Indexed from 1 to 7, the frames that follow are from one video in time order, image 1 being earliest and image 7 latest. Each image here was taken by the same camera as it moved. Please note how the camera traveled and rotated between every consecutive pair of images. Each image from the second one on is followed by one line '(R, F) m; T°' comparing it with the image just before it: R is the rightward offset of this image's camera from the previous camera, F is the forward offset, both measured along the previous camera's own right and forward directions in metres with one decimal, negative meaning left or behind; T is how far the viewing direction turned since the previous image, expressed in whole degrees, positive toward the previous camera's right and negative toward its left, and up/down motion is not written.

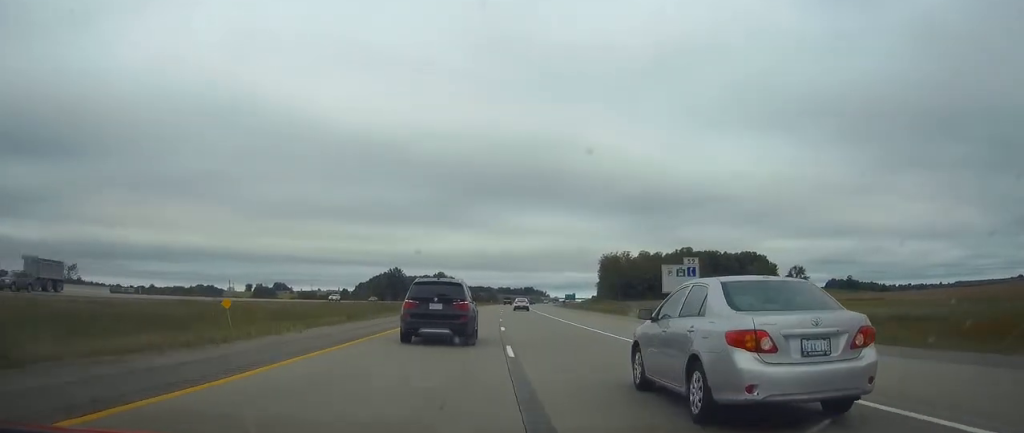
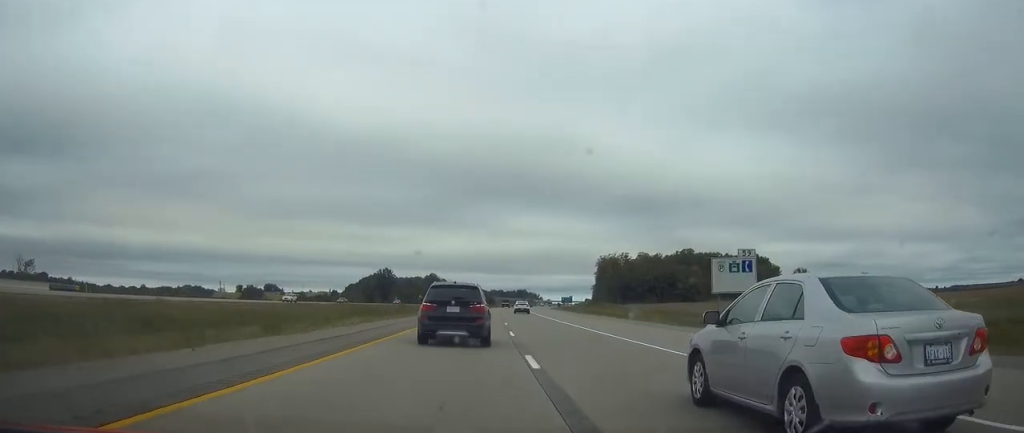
(0.0, +14.5) m; +1°
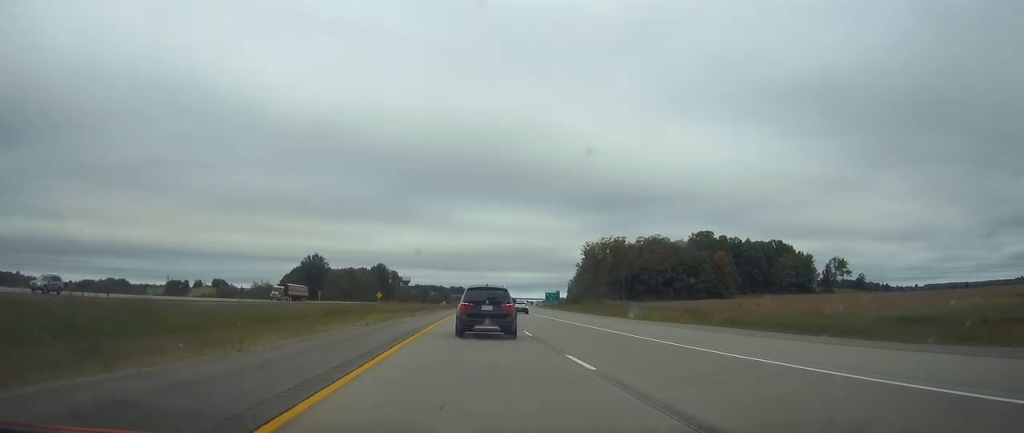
(+2.4, +85.9) m; +3°
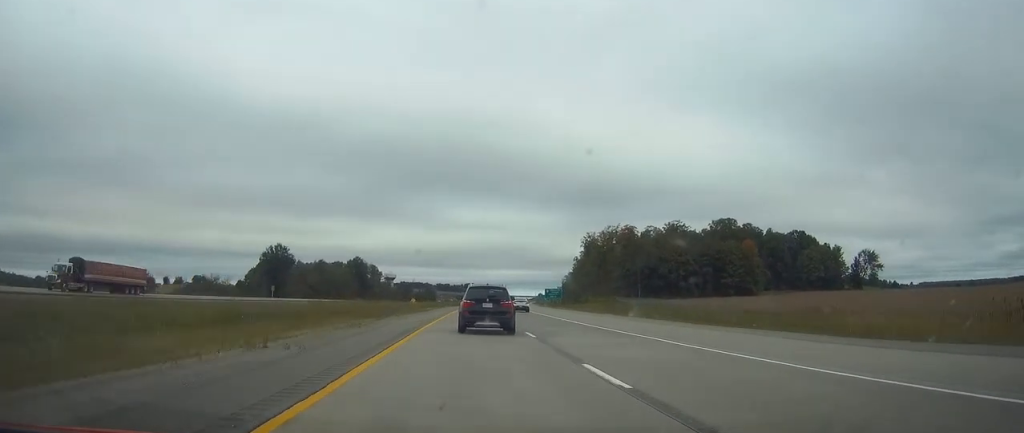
(+0.2, +39.0) m; +1°
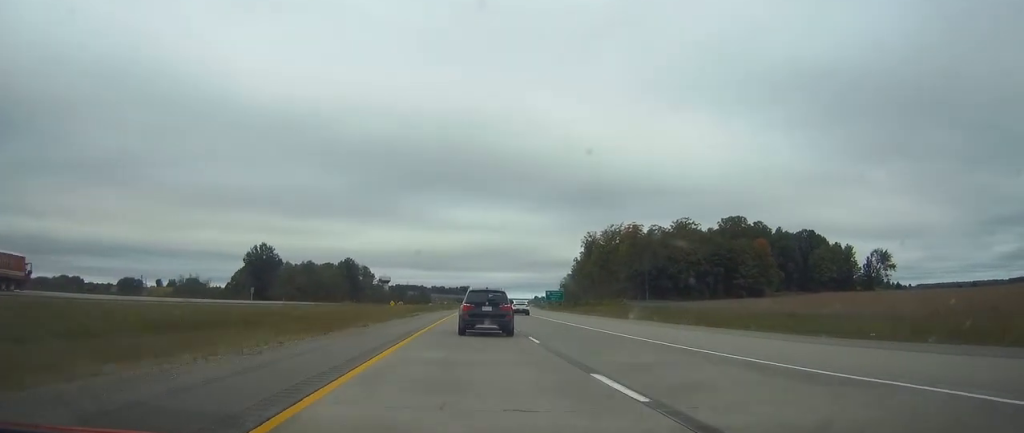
(+0.1, +13.7) m; 0°
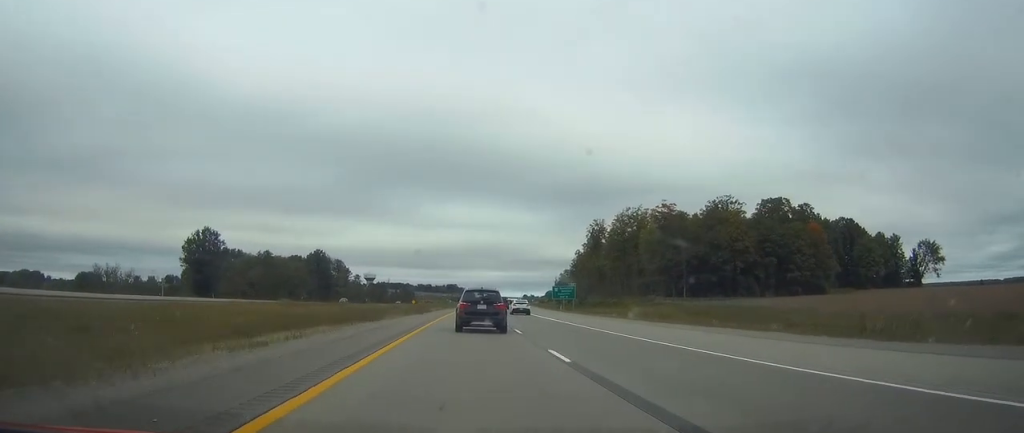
(+0.5, +43.5) m; +1°
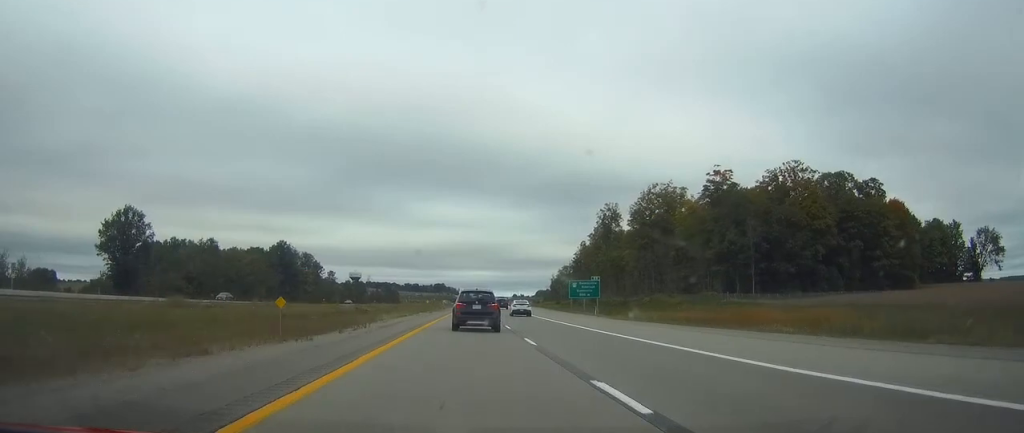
(+0.3, +42.6) m; +1°
